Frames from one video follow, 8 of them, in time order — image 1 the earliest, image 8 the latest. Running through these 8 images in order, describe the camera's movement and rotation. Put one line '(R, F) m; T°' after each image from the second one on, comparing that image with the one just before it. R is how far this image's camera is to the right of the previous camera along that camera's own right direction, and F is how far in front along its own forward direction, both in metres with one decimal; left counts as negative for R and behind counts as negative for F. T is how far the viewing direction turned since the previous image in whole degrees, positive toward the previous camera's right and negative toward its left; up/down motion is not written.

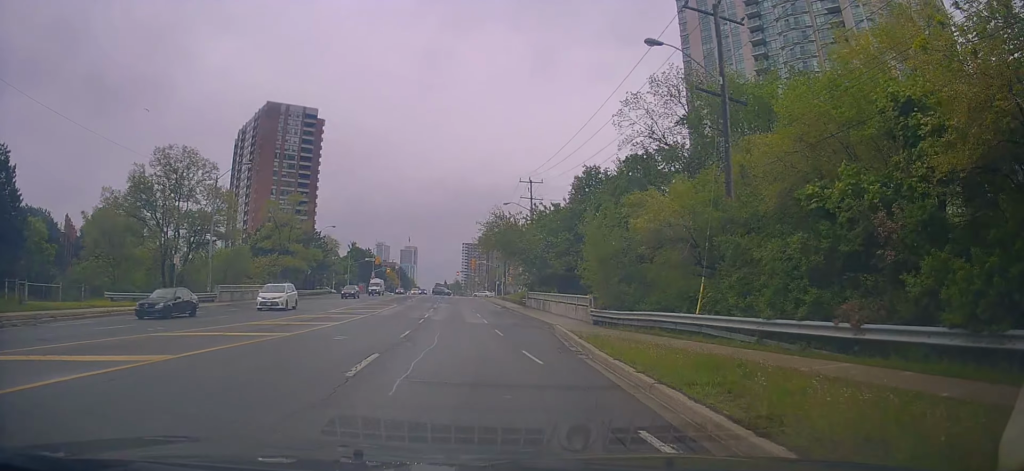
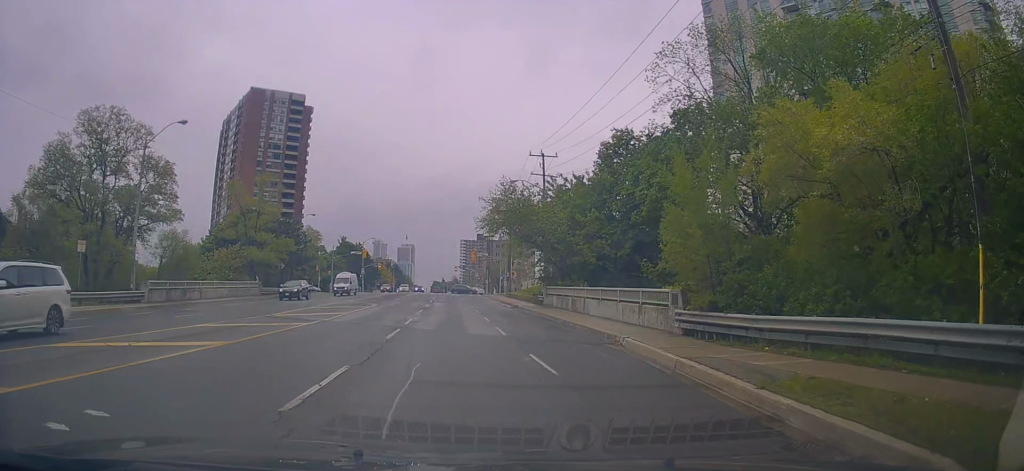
(+0.1, +12.0) m; +1°
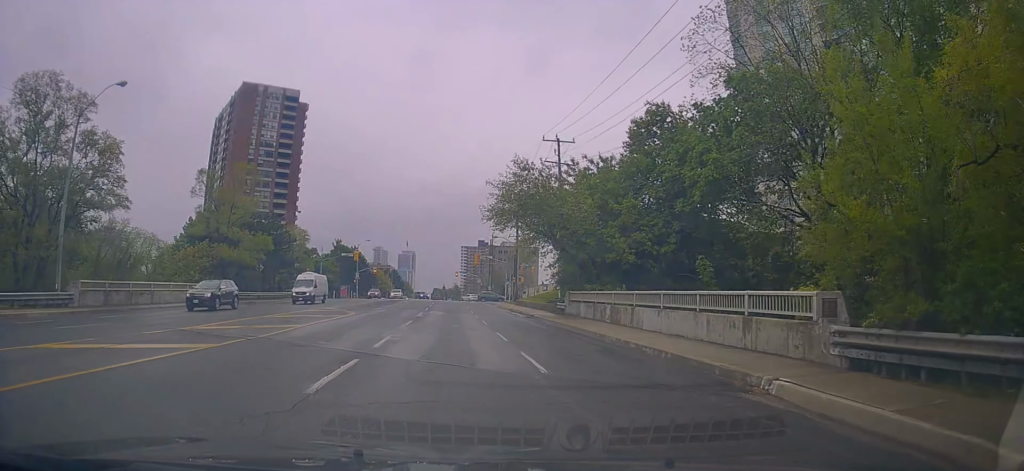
(+0.1, +8.1) m; -1°
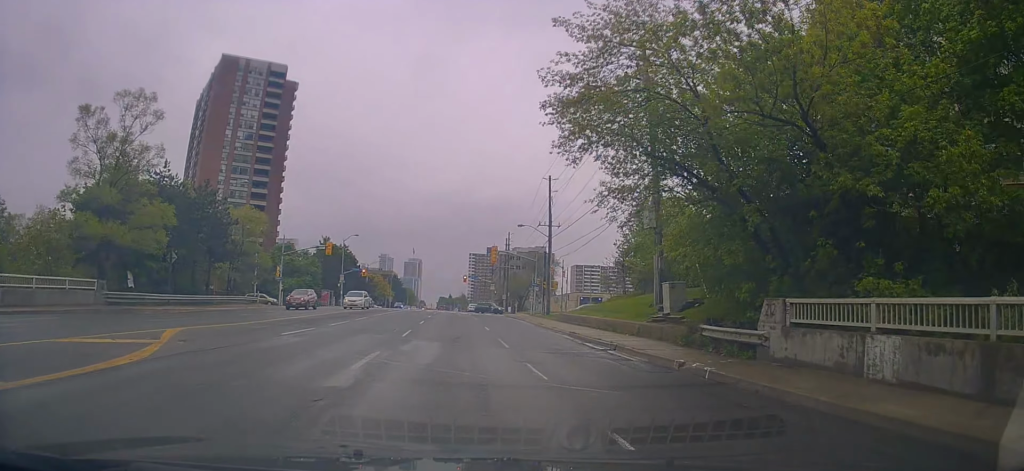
(-0.1, +21.6) m; +1°
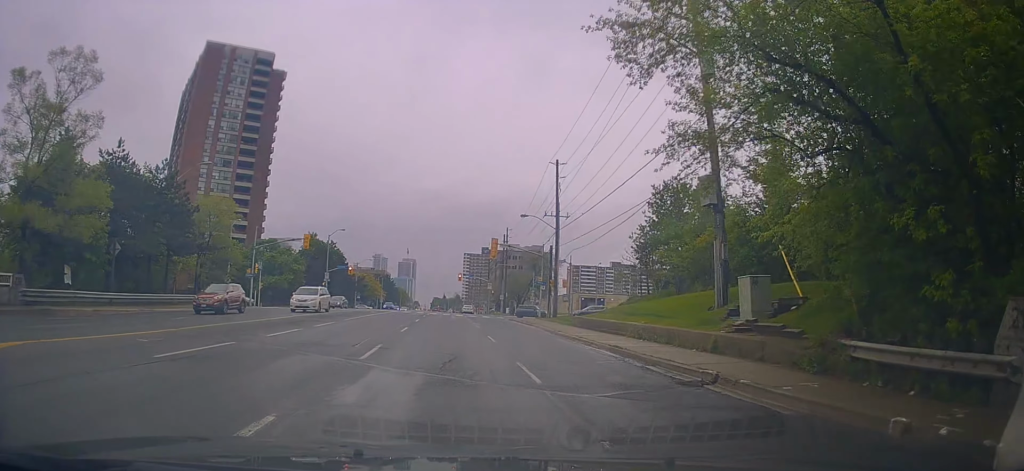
(+0.2, +7.5) m; +1°
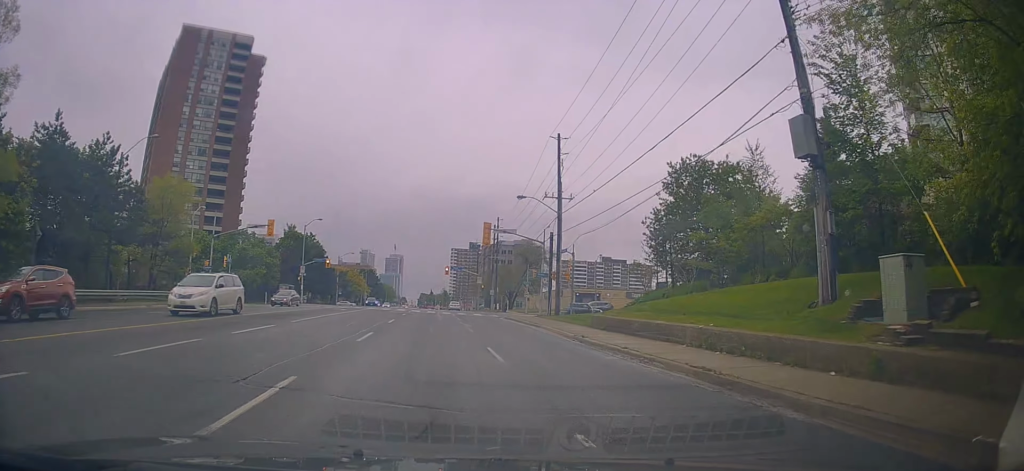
(-0.2, +7.0) m; -2°
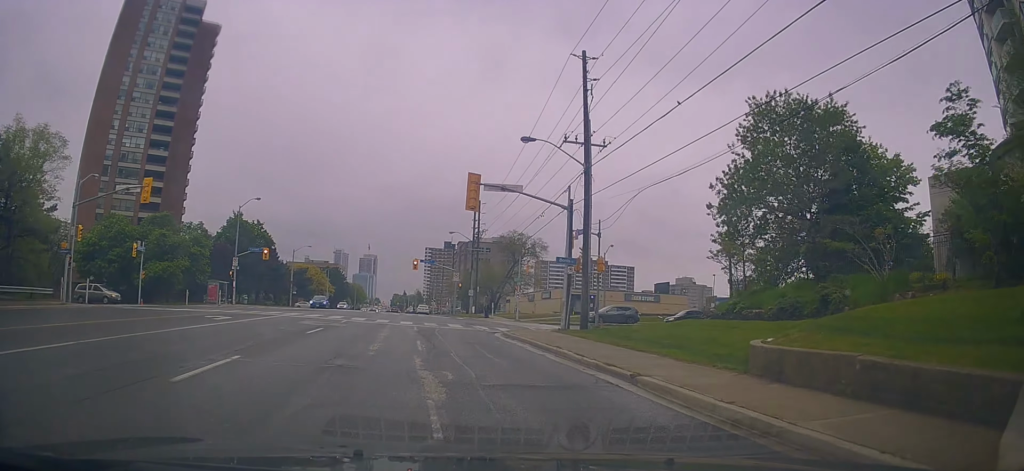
(-0.6, +16.6) m; 0°
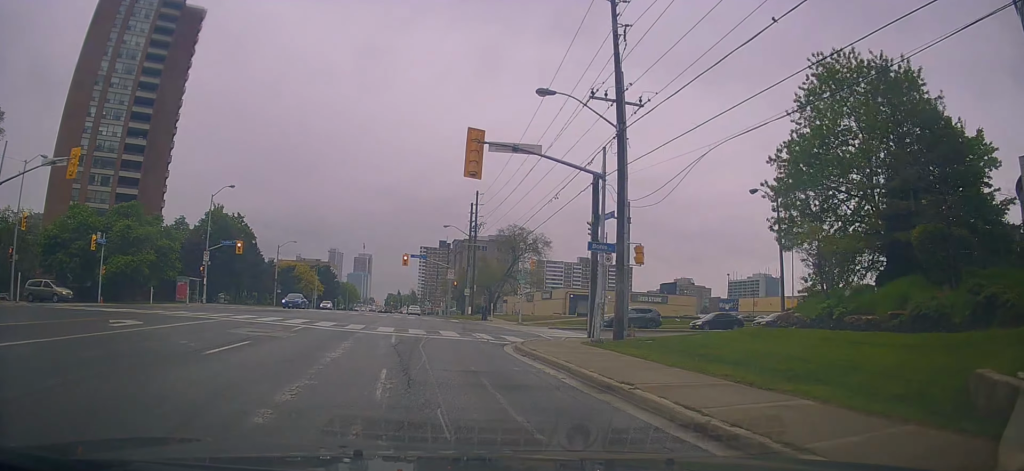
(+0.4, +6.8) m; +2°
